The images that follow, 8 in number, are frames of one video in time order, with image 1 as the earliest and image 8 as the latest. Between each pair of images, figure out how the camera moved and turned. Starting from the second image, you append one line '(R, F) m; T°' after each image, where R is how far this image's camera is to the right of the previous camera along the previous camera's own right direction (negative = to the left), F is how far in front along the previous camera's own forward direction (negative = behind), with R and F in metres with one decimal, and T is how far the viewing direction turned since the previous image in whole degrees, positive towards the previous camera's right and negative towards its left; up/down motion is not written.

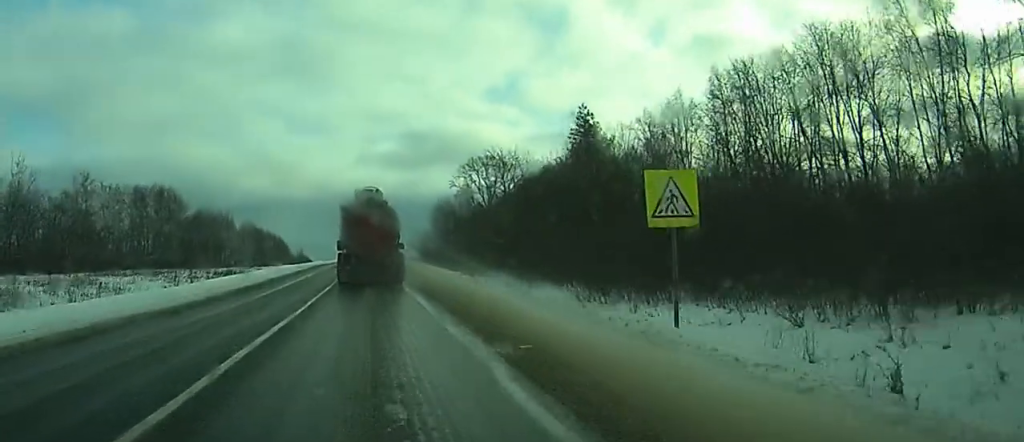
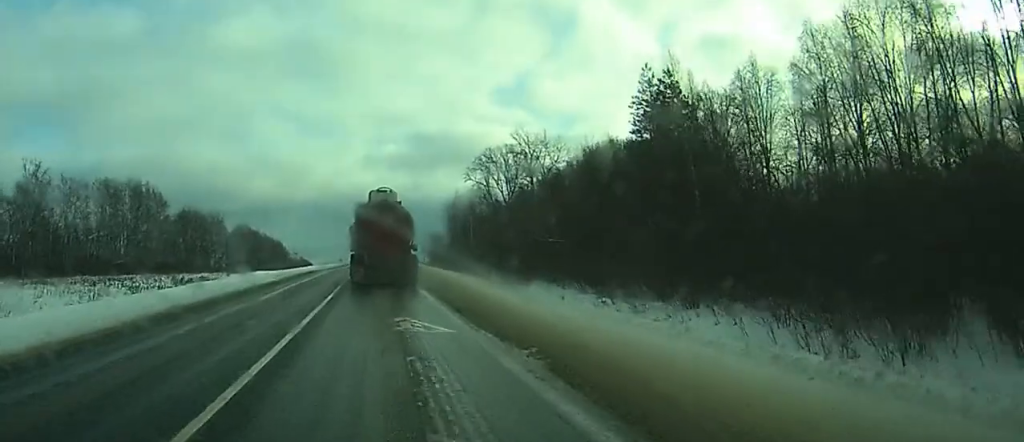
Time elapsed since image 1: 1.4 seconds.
(0.0, +23.7) m; 0°
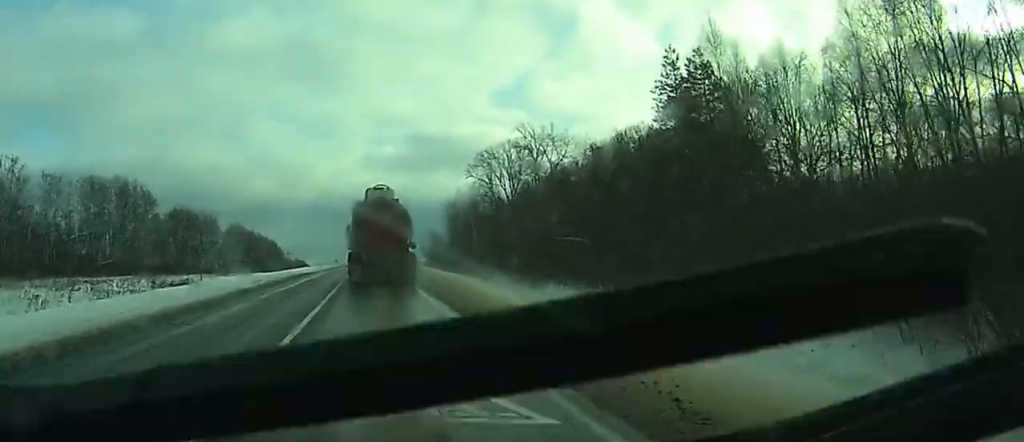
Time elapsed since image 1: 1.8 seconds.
(0.0, +7.7) m; 0°
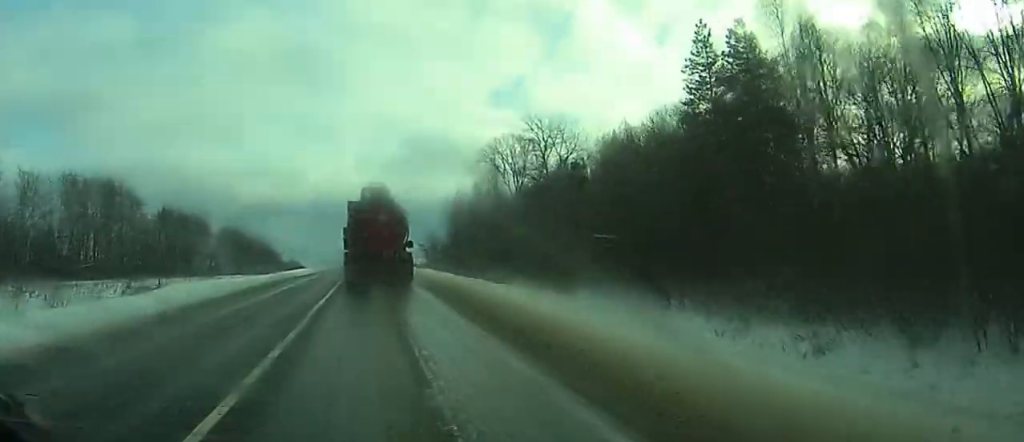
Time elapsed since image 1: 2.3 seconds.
(0.0, +8.2) m; 0°
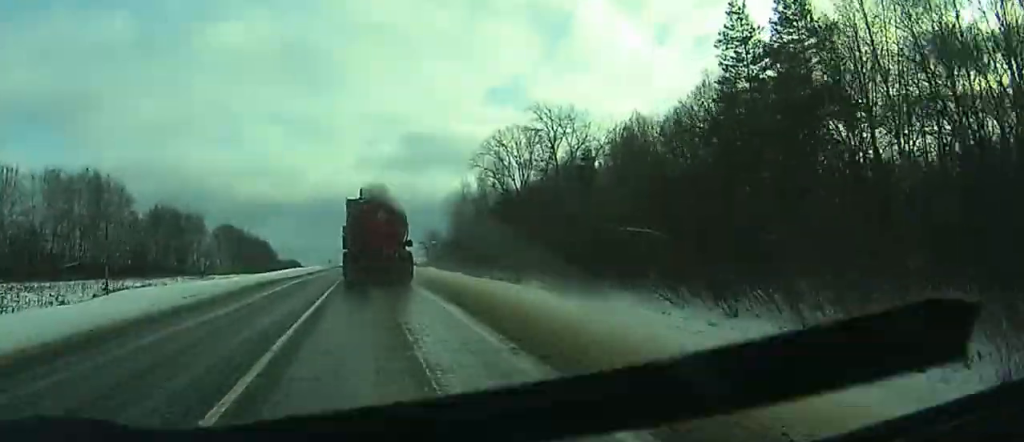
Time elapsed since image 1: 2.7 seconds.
(0.0, +7.1) m; 0°
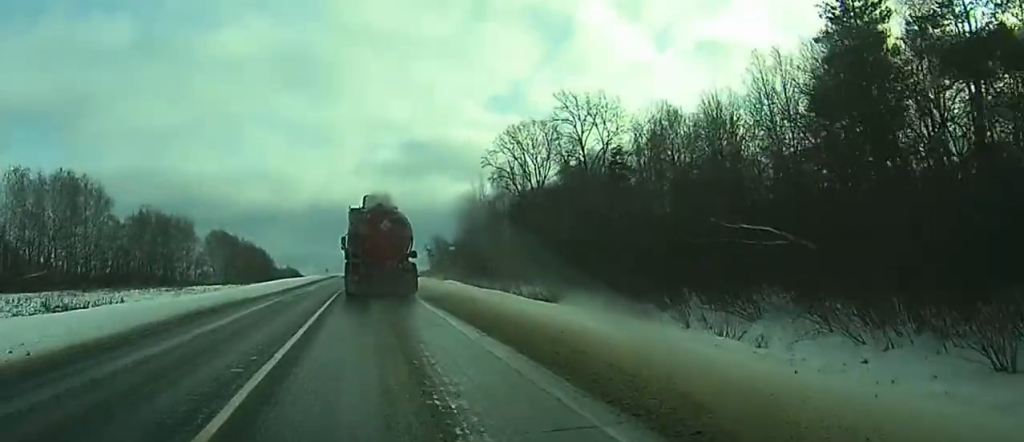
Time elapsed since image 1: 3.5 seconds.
(0.0, +14.3) m; 0°
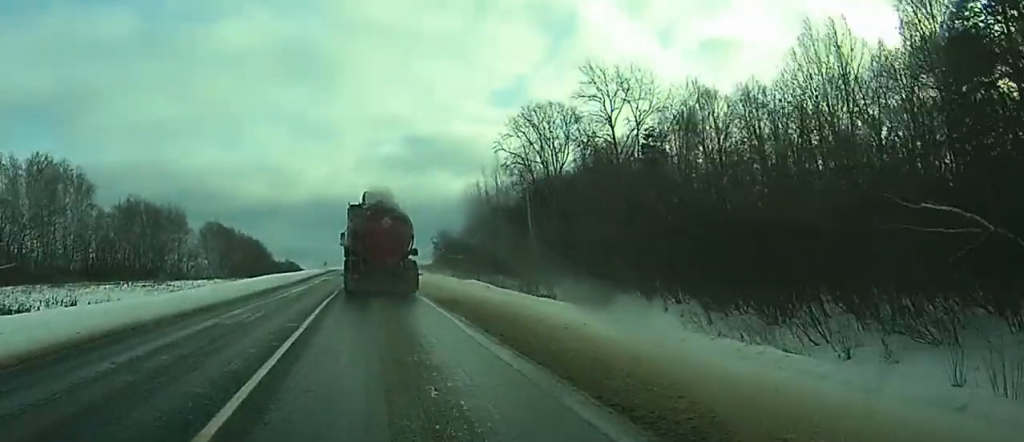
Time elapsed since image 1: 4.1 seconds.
(0.0, +11.4) m; 0°
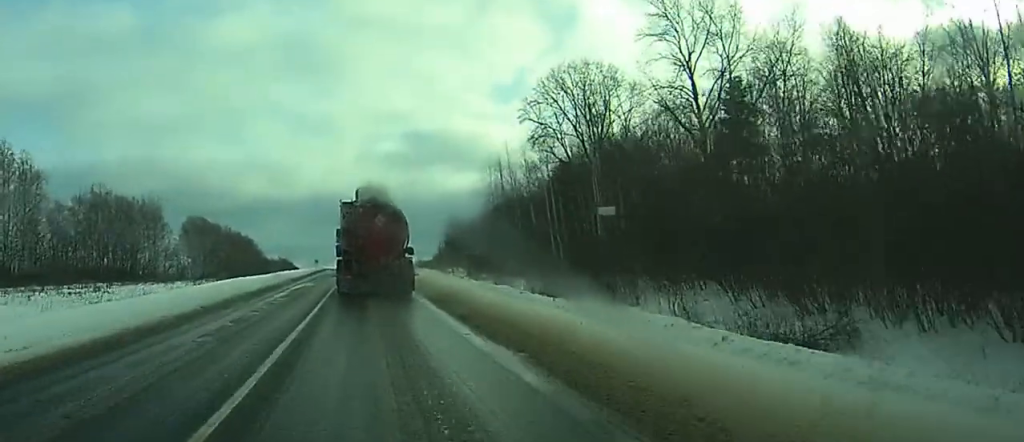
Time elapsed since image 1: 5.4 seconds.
(+0.1, +23.0) m; 0°
